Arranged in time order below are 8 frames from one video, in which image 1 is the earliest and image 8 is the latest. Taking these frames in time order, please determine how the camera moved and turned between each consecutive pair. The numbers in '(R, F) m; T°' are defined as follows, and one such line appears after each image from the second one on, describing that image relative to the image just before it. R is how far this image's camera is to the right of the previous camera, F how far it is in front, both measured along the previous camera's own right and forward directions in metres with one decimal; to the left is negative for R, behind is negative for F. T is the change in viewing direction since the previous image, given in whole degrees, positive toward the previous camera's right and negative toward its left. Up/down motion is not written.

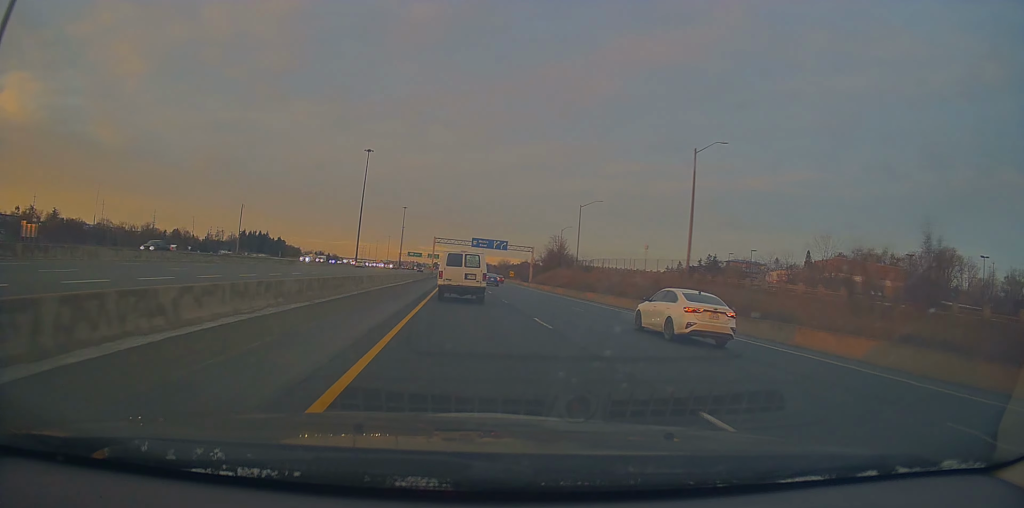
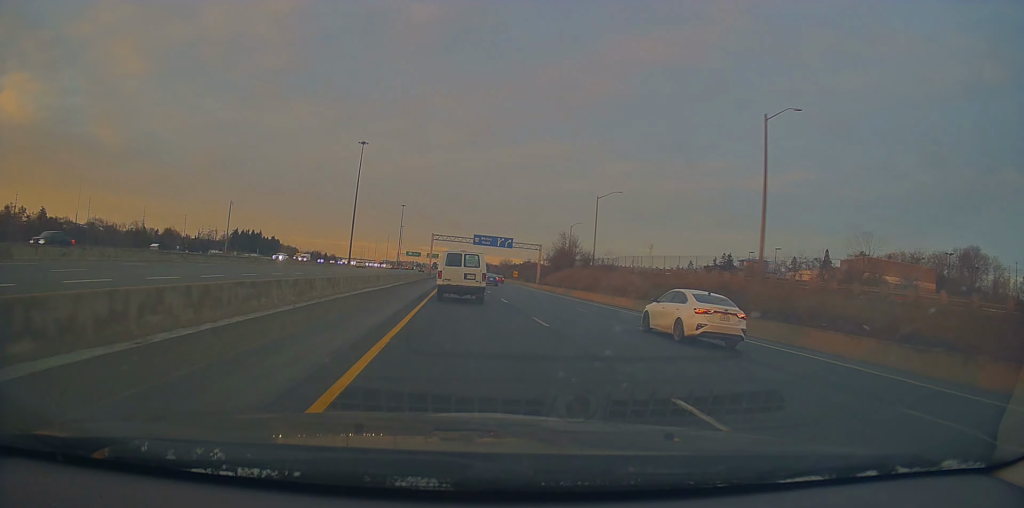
(+0.1, +11.3) m; 0°
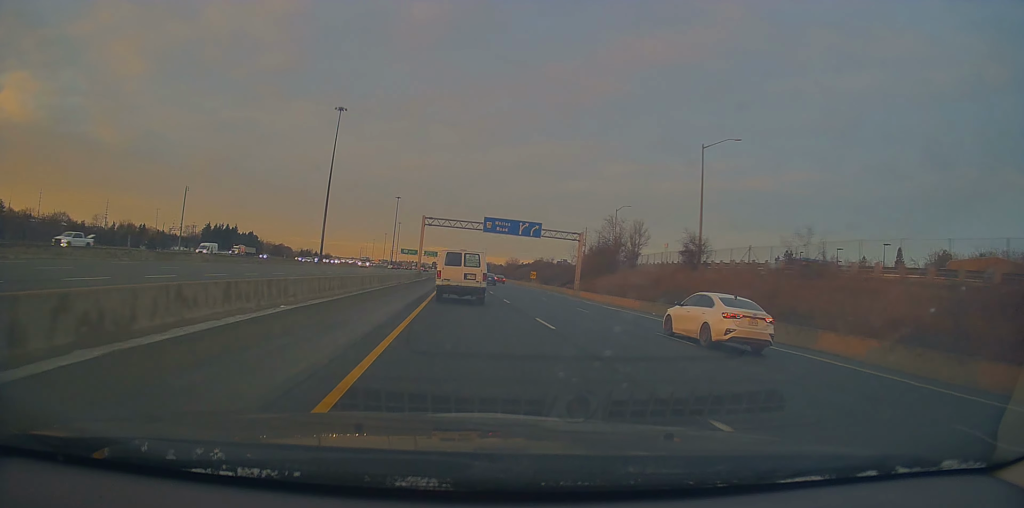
(0.0, +36.1) m; 0°
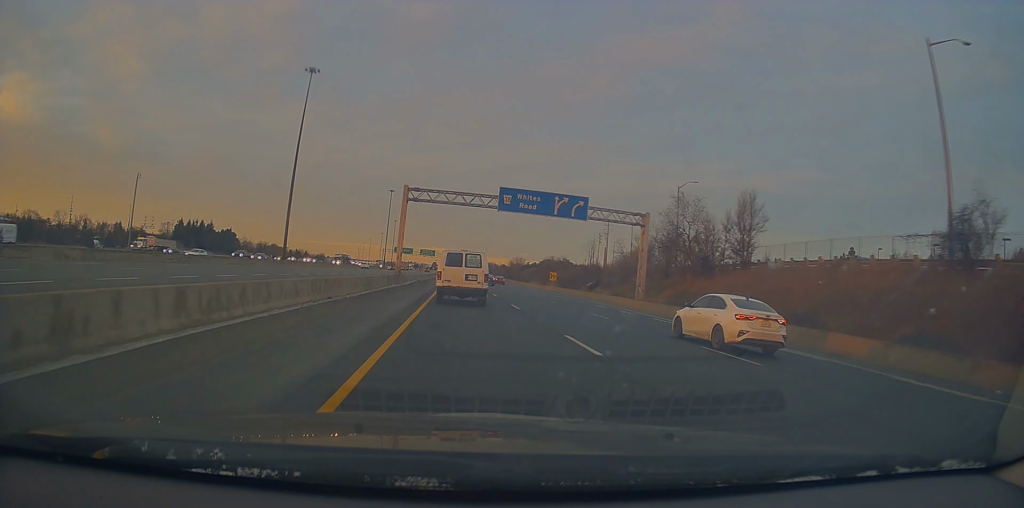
(0.0, +27.4) m; -1°
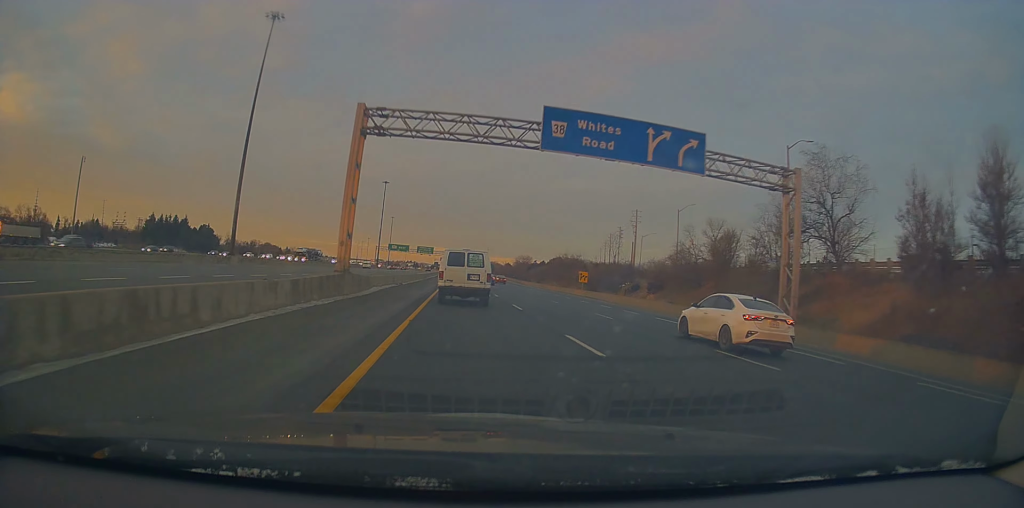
(-0.1, +24.5) m; -1°
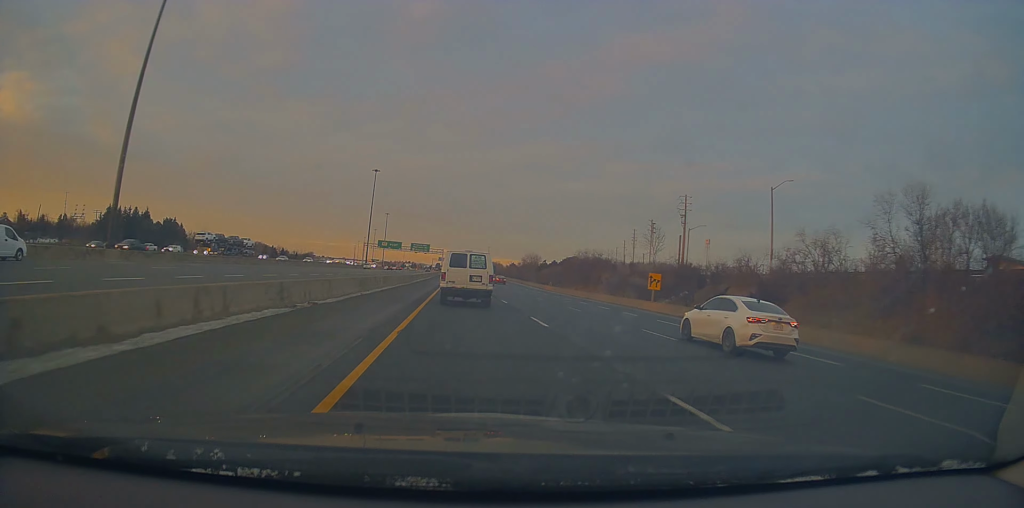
(-0.5, +29.7) m; 0°
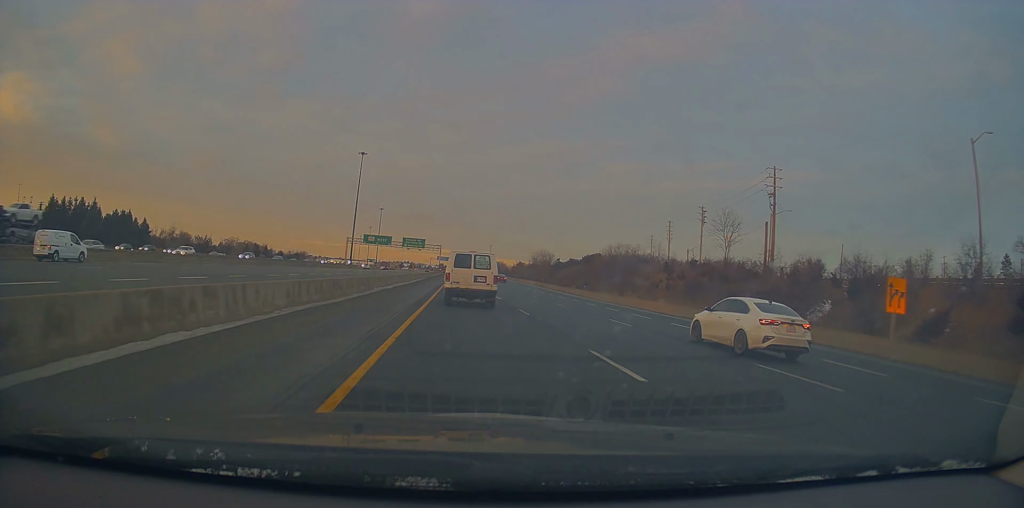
(+0.7, +31.3) m; +1°
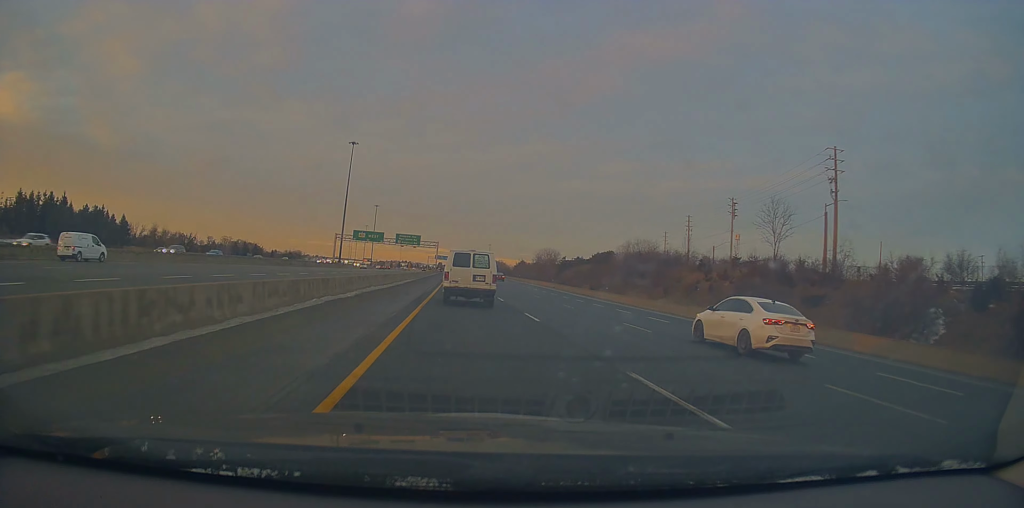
(+0.1, +14.3) m; 0°
